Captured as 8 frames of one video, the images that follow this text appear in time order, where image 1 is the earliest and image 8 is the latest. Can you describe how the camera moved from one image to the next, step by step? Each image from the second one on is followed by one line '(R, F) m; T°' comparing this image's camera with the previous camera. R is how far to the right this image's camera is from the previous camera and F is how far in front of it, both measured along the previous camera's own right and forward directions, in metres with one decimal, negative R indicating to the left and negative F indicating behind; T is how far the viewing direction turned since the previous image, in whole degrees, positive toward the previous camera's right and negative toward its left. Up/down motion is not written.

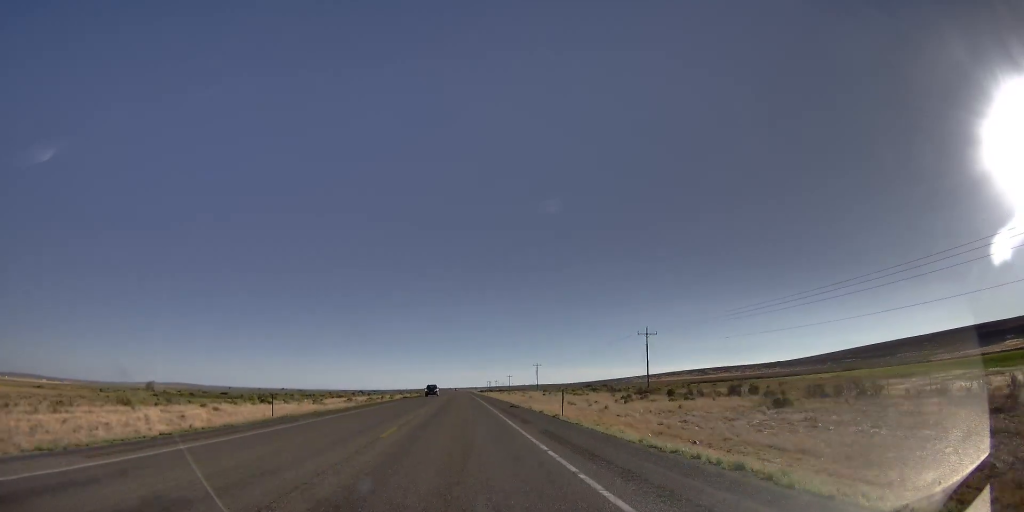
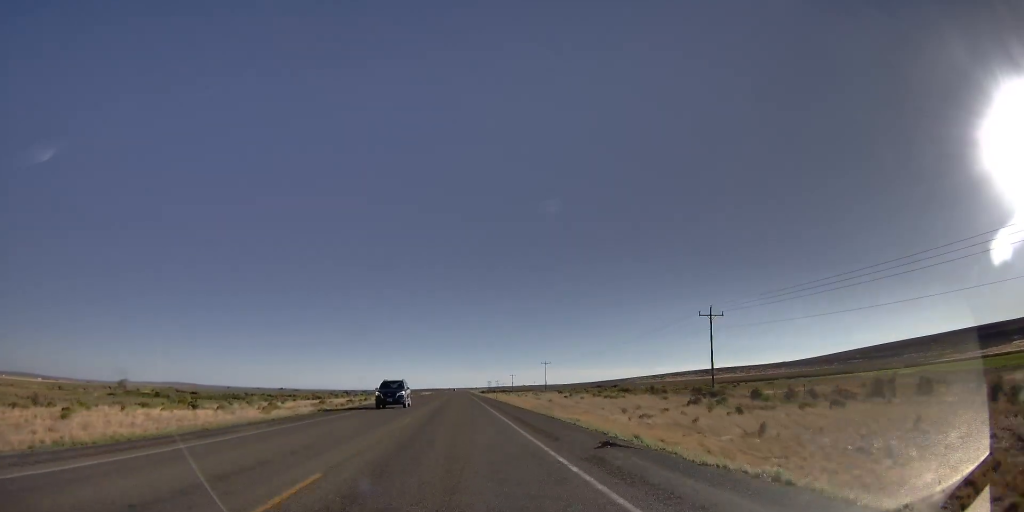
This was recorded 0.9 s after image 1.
(-0.4, +25.5) m; -1°
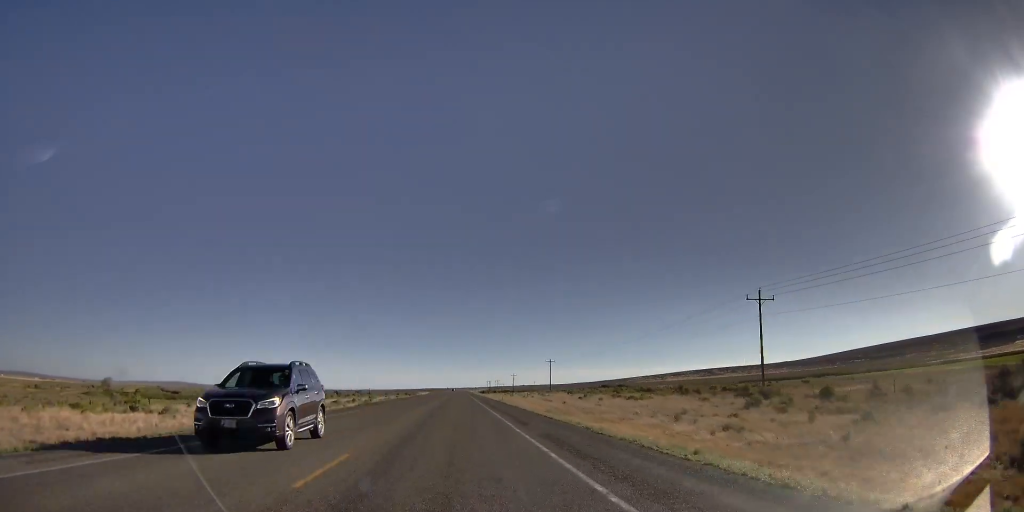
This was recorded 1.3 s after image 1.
(0.0, +12.7) m; -1°
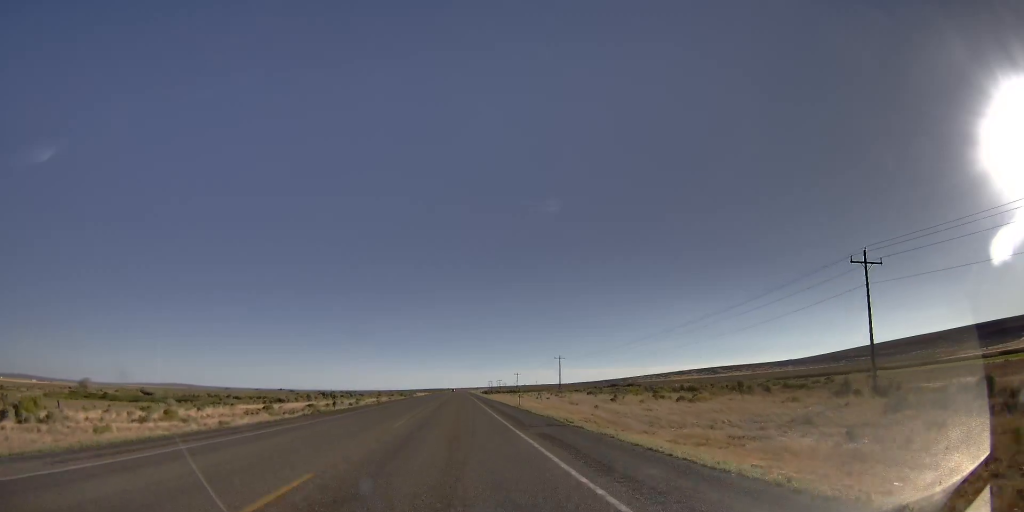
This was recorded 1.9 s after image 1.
(+0.1, +17.5) m; -1°
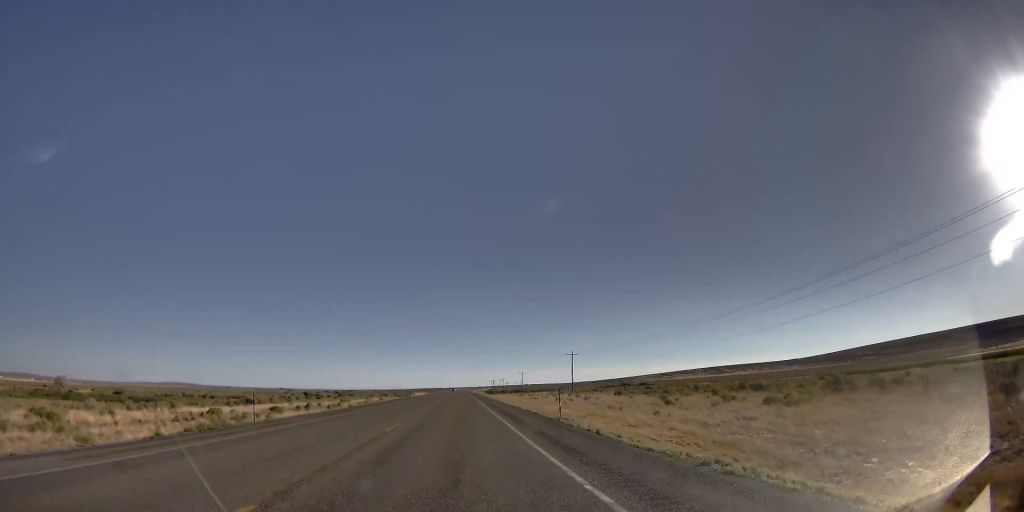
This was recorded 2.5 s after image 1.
(-0.3, +17.5) m; 0°
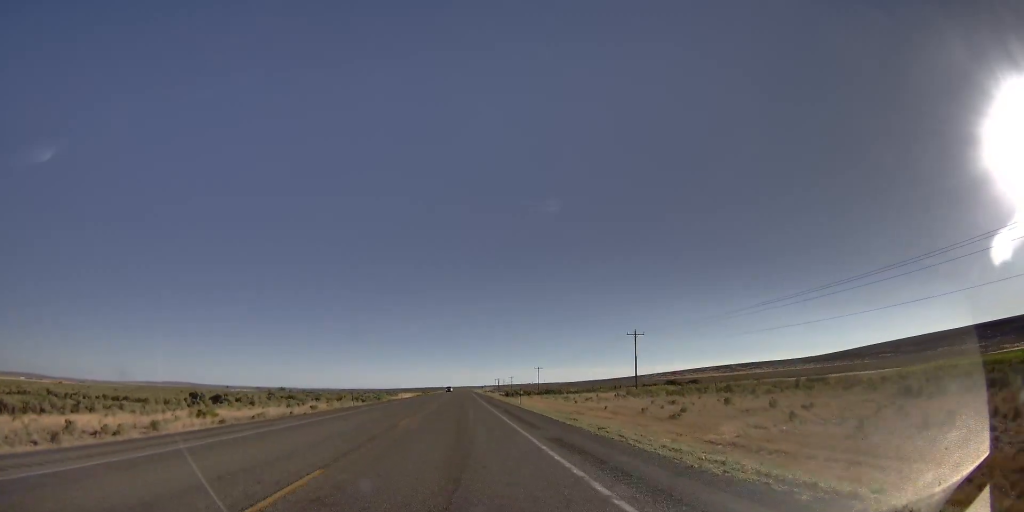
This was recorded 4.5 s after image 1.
(+1.1, +57.5) m; +2°
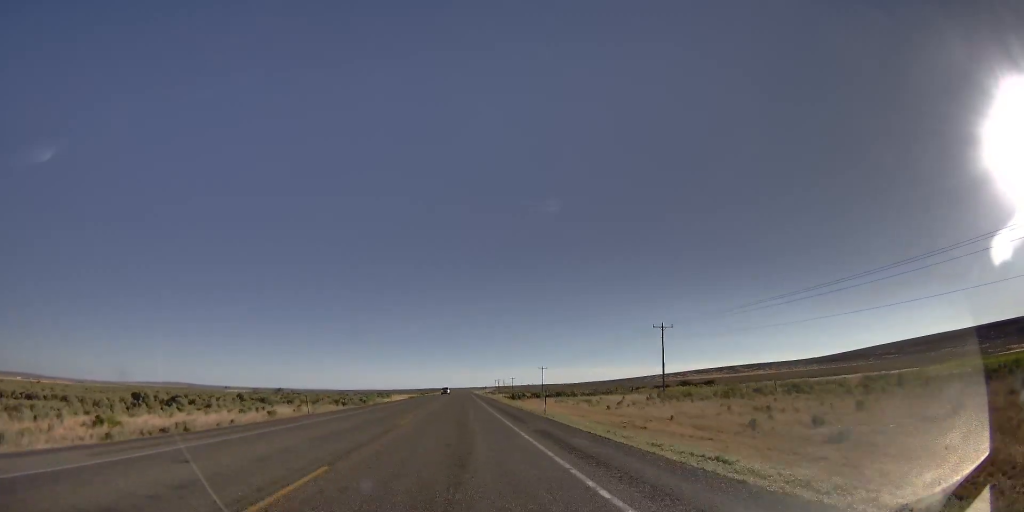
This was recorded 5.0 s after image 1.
(+0.3, +14.7) m; 0°
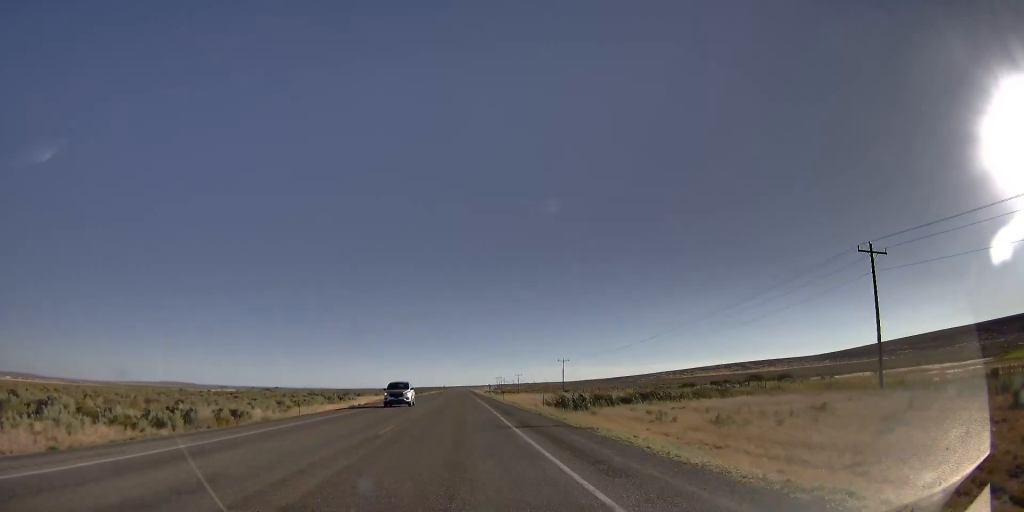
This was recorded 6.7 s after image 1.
(-0.9, +50.1) m; 0°
